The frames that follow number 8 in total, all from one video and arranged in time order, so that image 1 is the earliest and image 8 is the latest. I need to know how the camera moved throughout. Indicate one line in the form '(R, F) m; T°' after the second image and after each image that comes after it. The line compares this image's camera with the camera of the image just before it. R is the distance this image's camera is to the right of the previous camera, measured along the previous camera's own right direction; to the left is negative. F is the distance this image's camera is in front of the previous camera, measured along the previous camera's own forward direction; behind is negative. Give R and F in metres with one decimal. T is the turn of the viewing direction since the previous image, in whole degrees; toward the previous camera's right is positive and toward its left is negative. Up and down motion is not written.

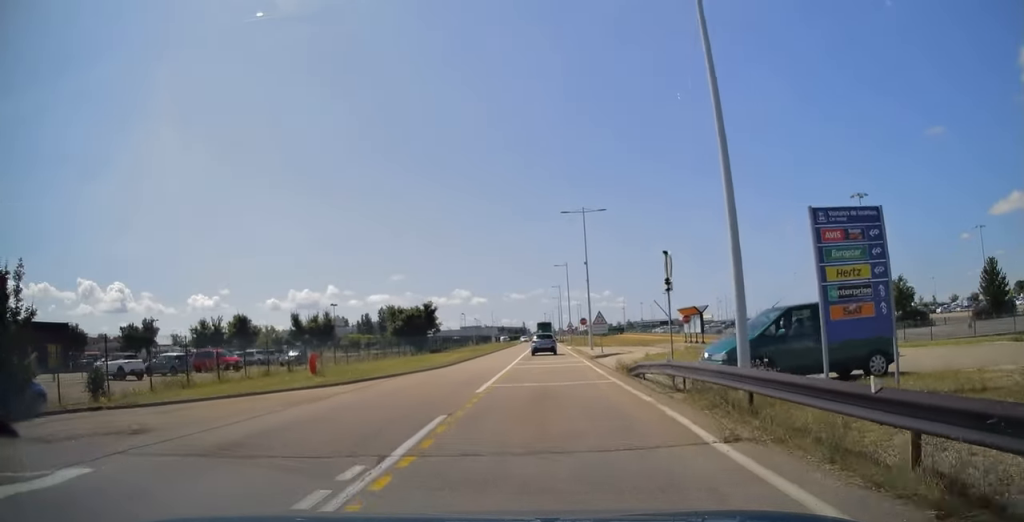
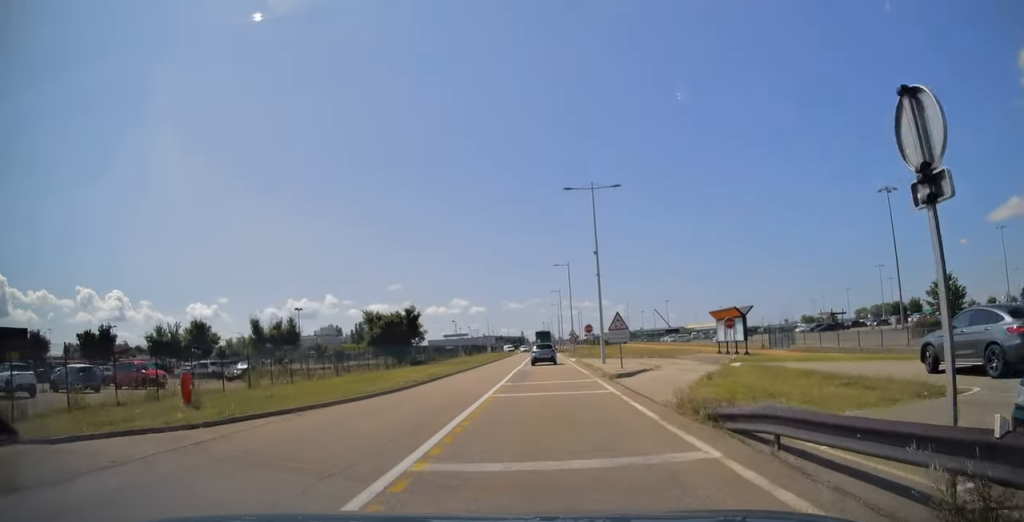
(0.0, +9.7) m; 0°
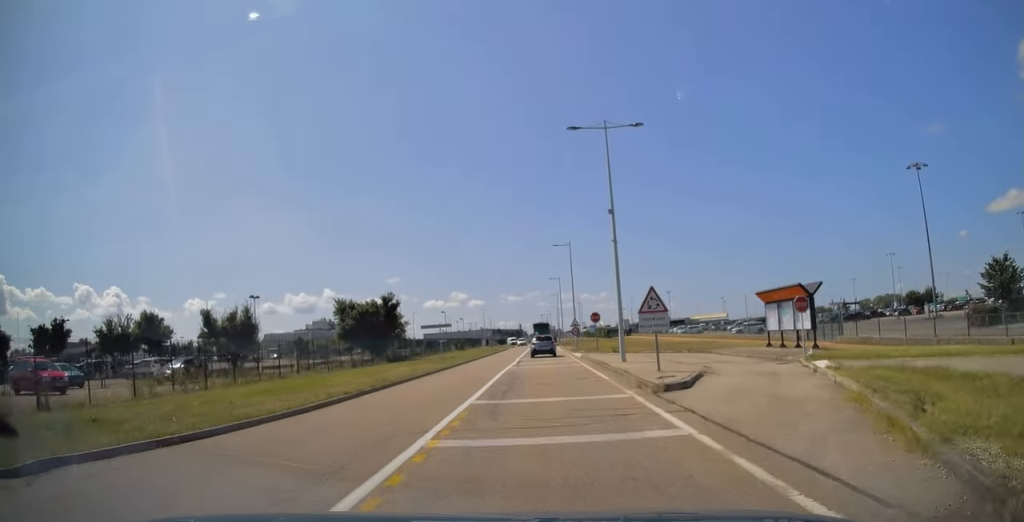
(0.0, +9.0) m; 0°
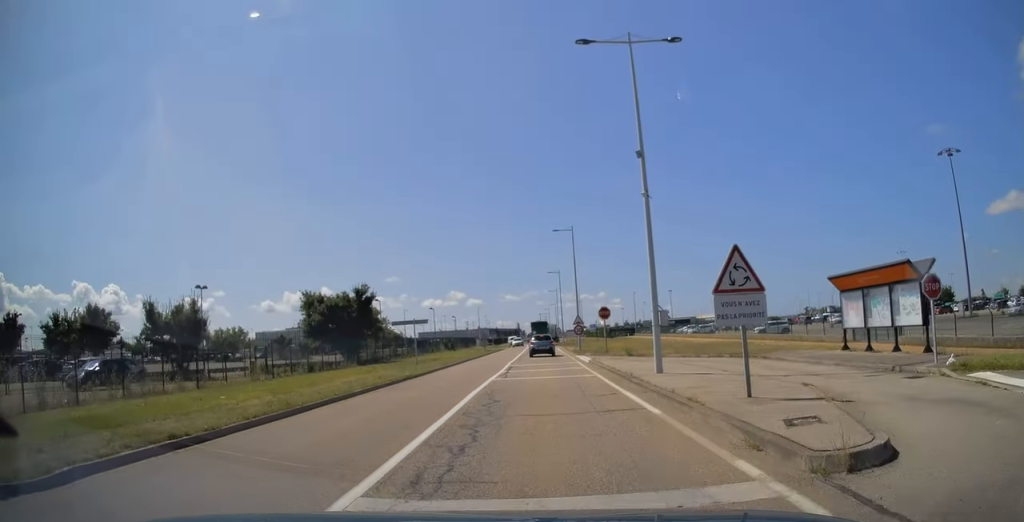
(0.0, +8.1) m; 0°
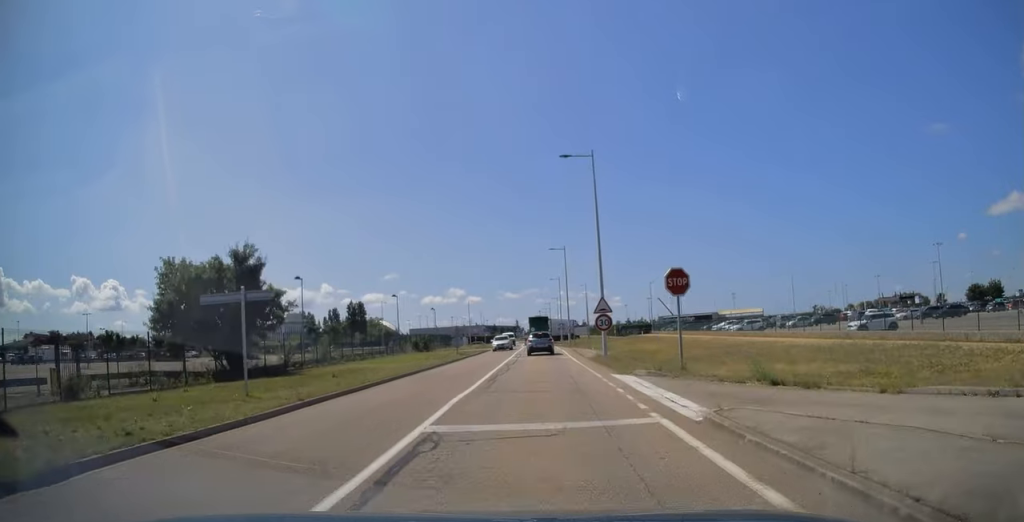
(+0.1, +20.8) m; 0°
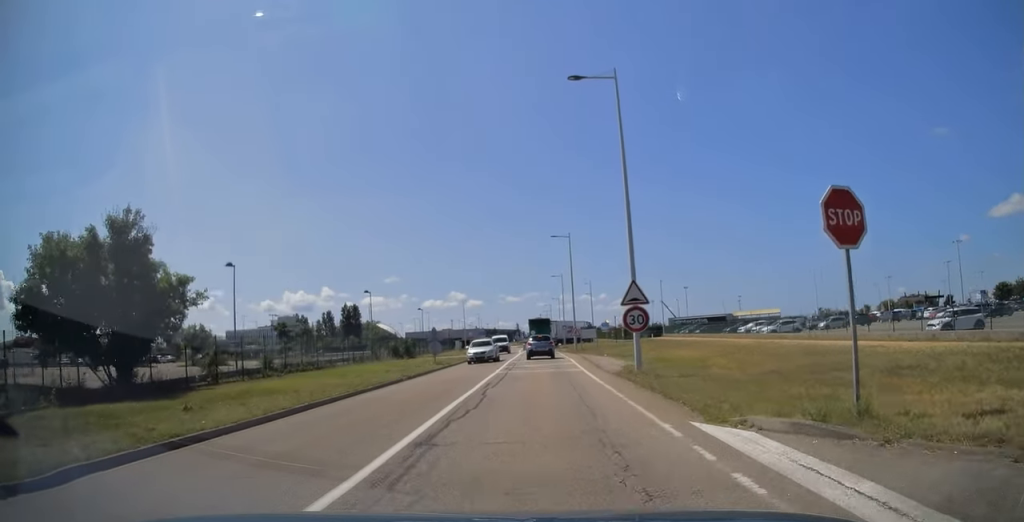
(0.0, +10.1) m; 0°
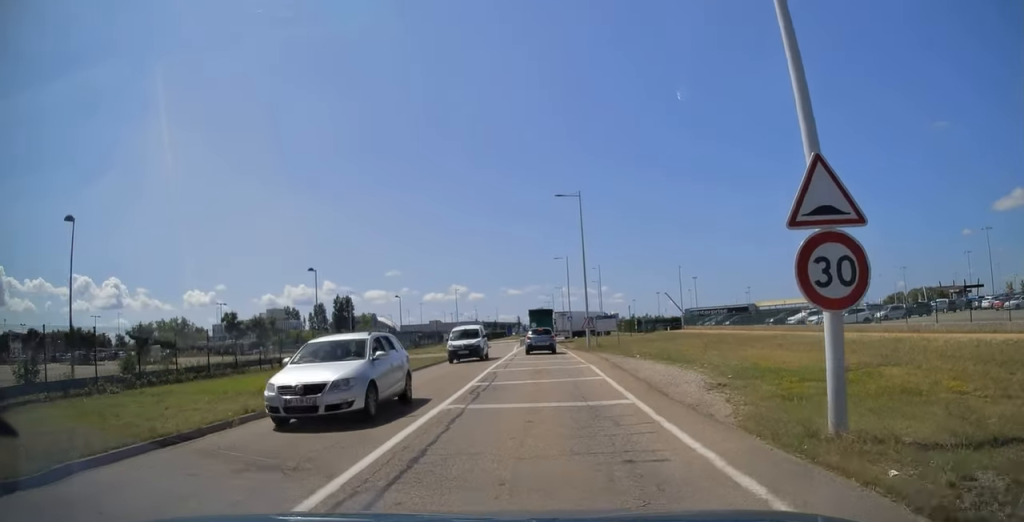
(-0.1, +13.6) m; 0°
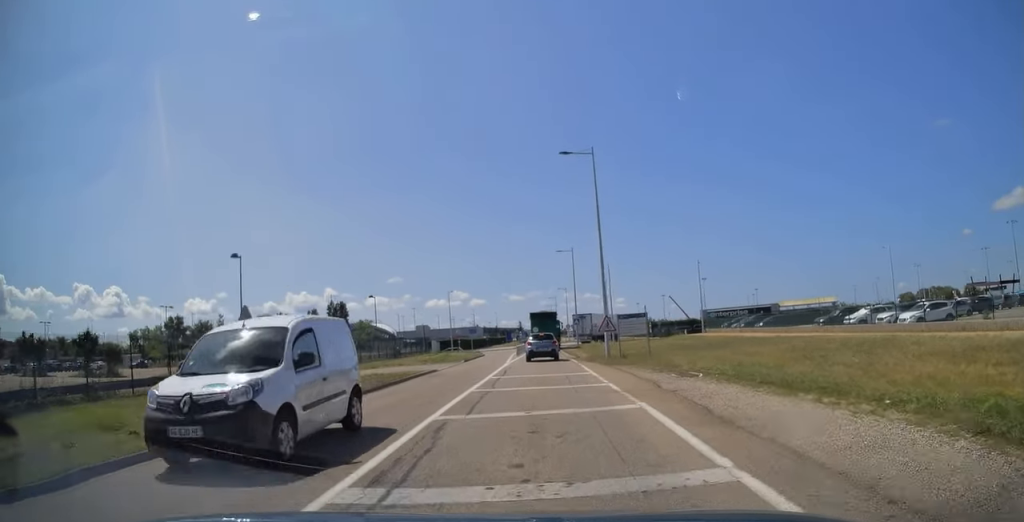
(0.0, +10.9) m; 0°
